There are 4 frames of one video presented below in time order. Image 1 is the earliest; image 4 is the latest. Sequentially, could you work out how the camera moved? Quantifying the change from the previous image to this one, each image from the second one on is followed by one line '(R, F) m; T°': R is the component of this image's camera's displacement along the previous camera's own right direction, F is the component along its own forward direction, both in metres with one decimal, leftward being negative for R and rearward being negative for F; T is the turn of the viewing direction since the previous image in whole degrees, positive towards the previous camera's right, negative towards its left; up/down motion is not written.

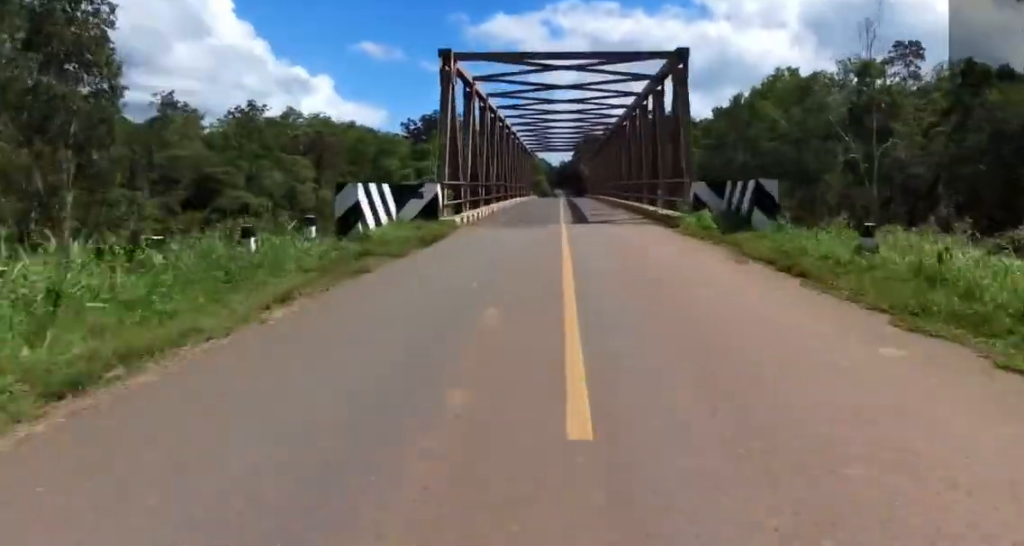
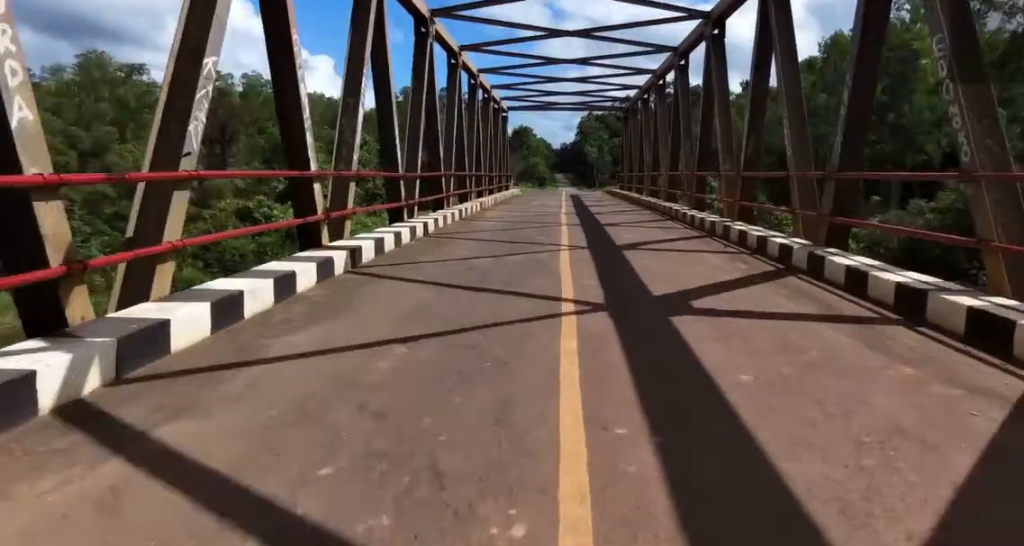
(+0.1, +33.8) m; +1°
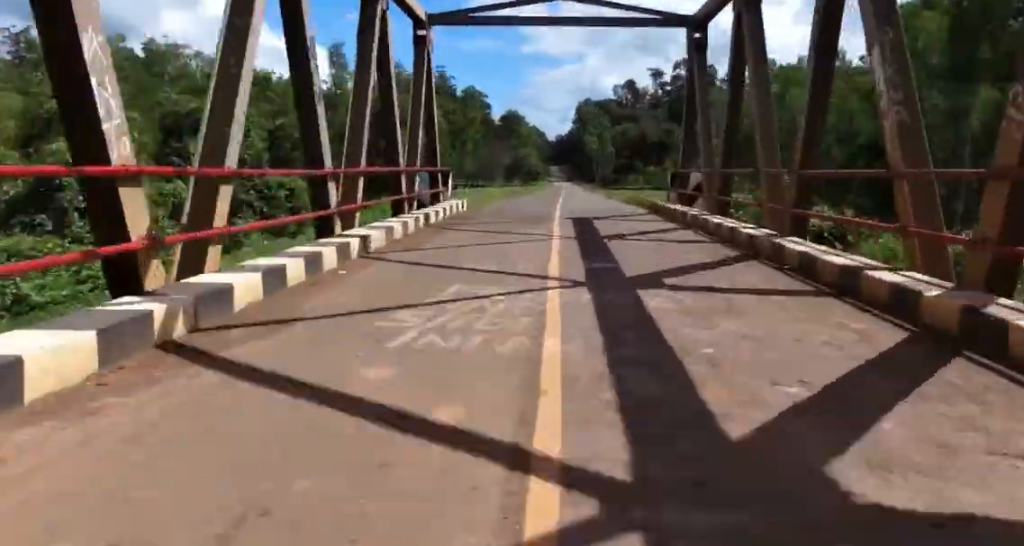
(-0.3, +23.0) m; -3°
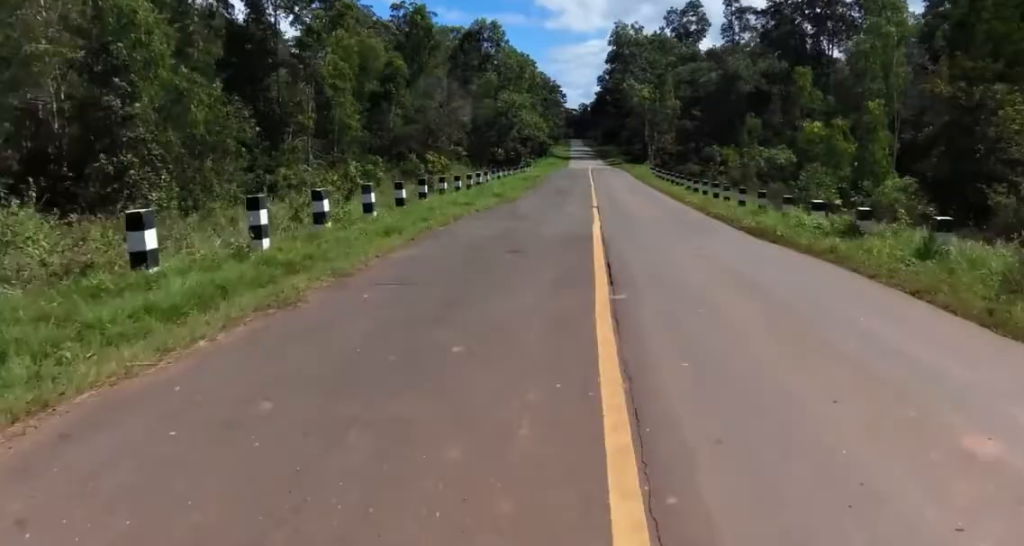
(-3.4, +66.2) m; -3°
